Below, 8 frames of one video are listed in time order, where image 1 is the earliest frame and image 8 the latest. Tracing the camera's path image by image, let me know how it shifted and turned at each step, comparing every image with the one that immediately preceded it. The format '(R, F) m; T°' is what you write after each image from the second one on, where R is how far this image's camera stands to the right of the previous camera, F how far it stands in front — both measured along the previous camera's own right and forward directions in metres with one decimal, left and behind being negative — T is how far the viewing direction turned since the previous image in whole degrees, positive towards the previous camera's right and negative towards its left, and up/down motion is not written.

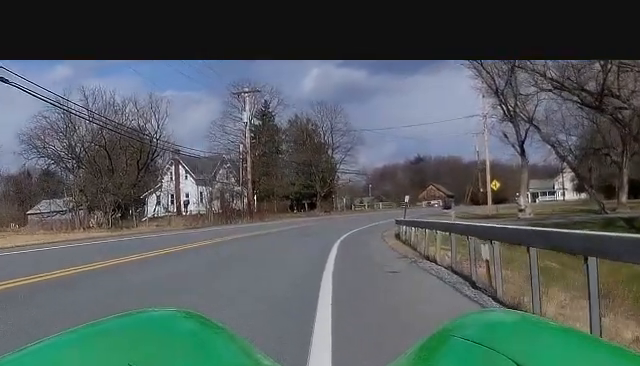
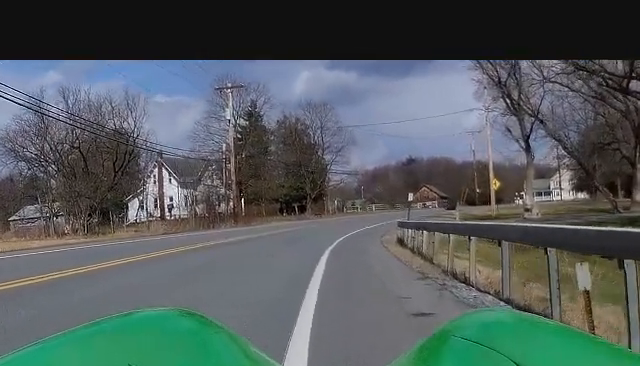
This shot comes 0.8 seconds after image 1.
(-0.1, +5.0) m; -3°
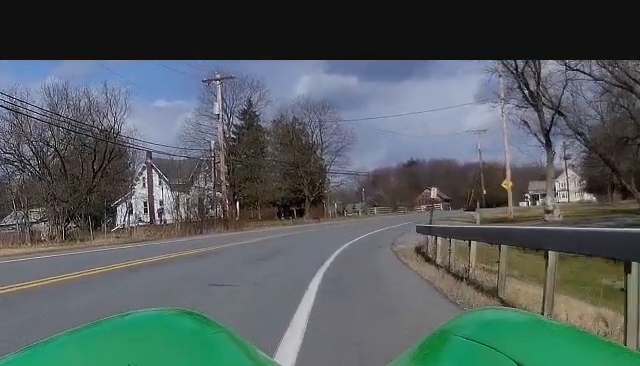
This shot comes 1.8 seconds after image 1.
(-0.3, +6.2) m; -6°
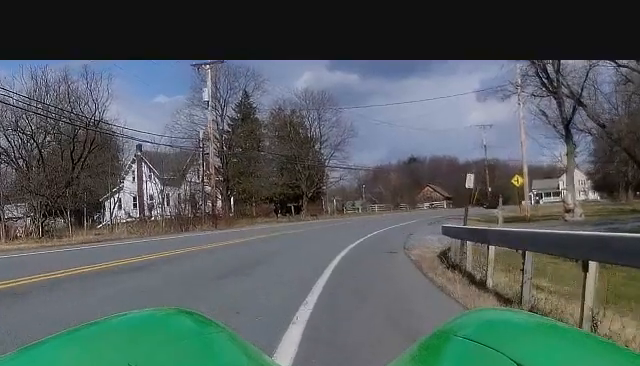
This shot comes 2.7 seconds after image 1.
(-0.1, +5.3) m; -4°
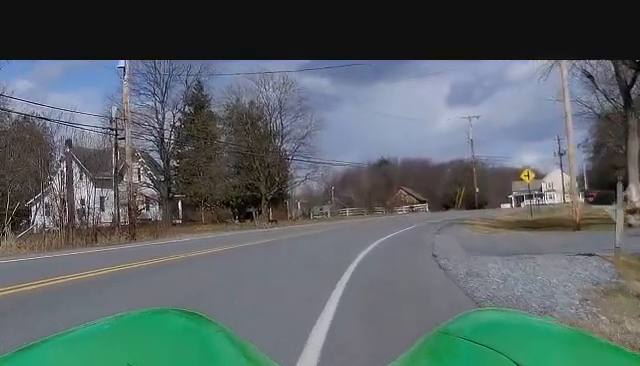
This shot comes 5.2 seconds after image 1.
(+4.3, +13.9) m; +16°
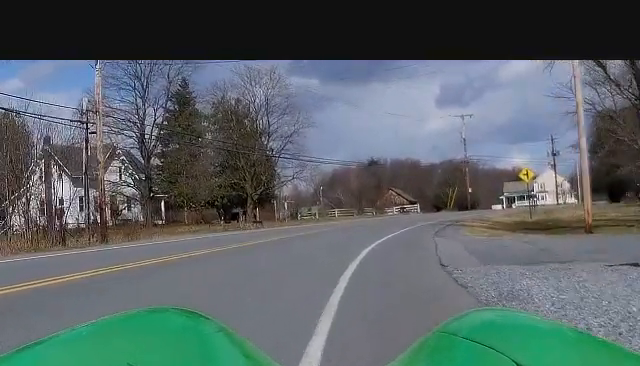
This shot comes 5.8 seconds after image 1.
(-0.4, +3.5) m; -3°
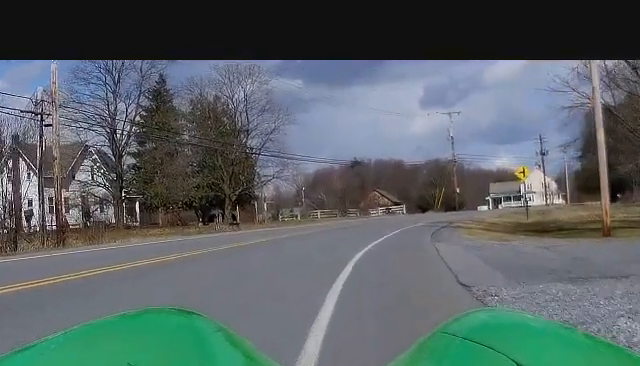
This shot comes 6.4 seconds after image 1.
(+0.2, +4.4) m; +7°
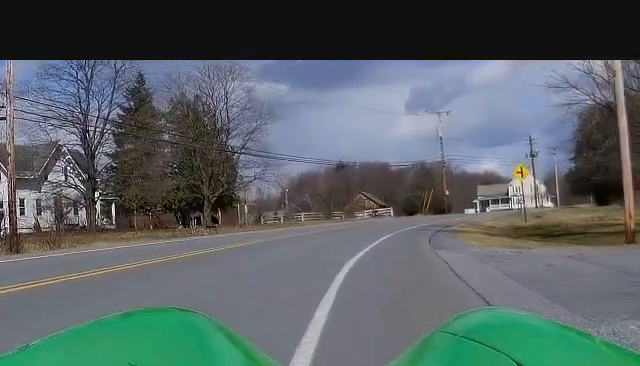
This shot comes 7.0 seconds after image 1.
(+0.4, +3.7) m; +2°
